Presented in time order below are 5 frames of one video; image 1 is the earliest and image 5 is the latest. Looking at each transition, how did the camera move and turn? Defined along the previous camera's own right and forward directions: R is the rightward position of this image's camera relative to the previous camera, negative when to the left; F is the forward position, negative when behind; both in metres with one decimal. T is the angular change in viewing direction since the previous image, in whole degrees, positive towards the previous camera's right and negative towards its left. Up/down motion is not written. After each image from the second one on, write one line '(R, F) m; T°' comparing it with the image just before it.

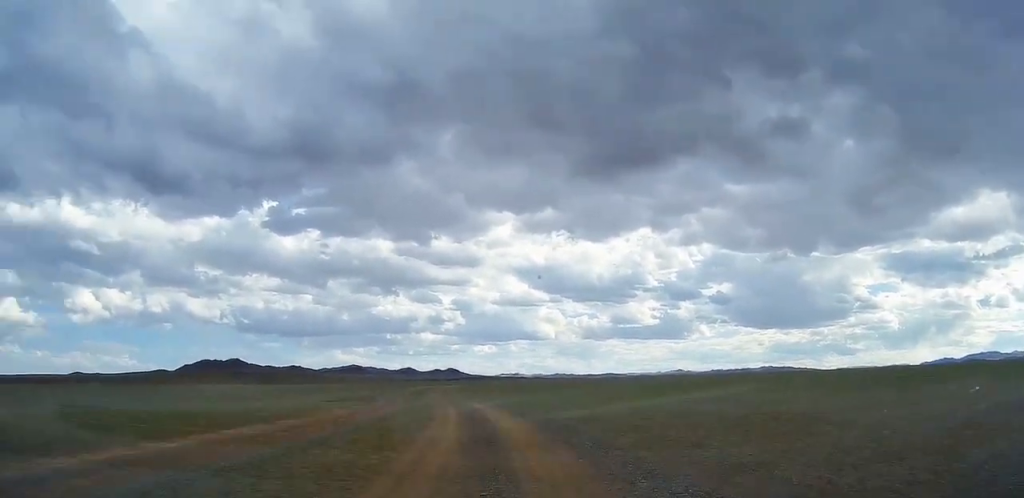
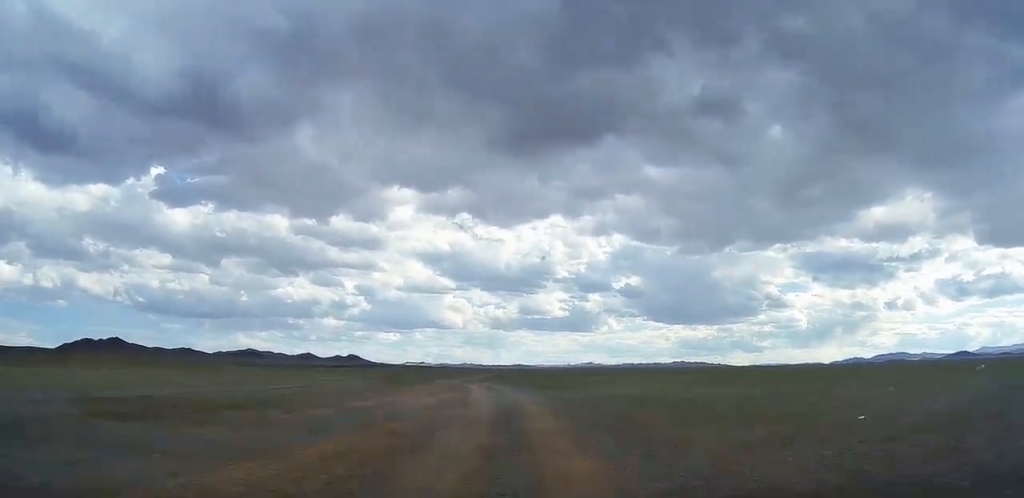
(+24.0, +284.9) m; +6°
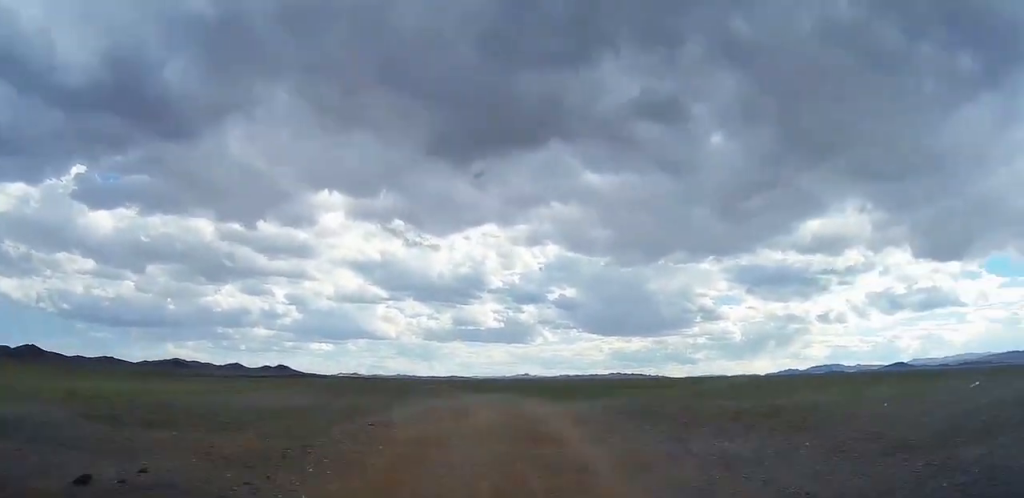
(-1.1, +133.7) m; +1°
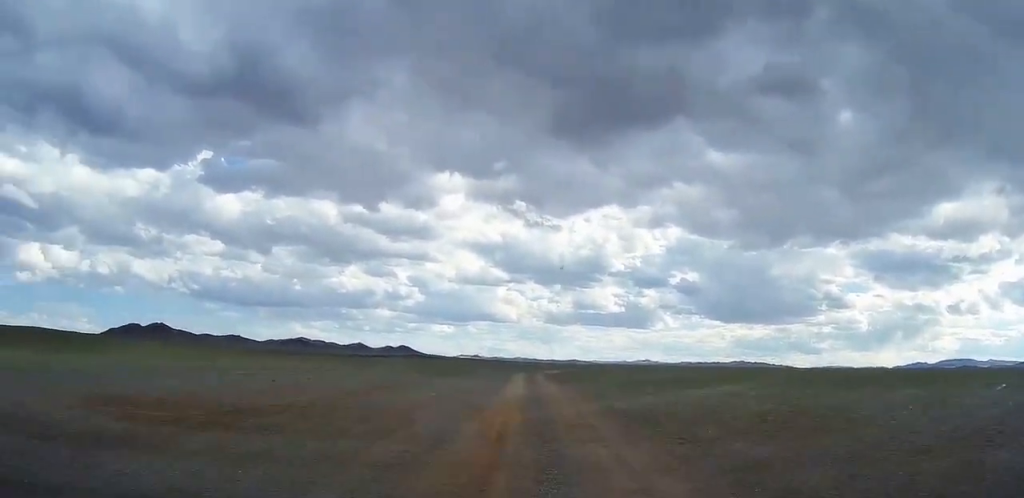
(-1.1, +61.2) m; +1°
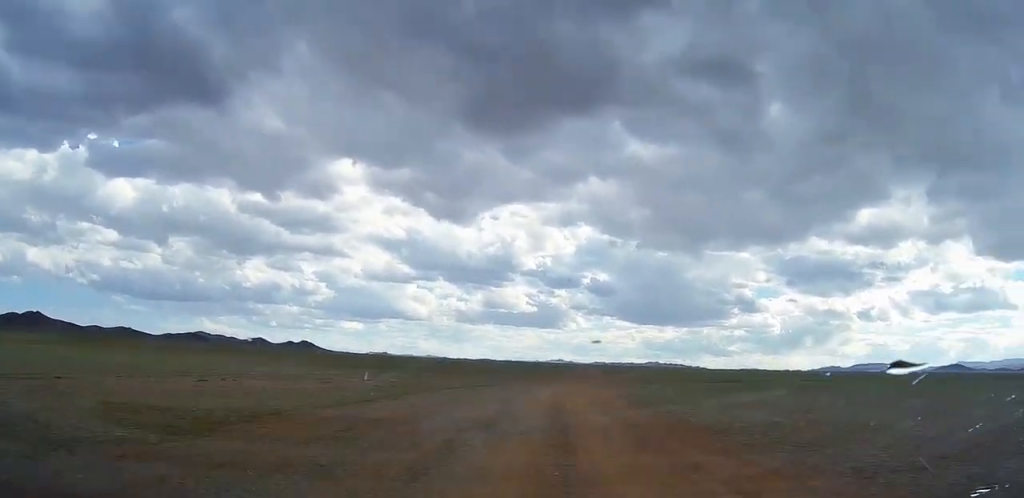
(+23.1, +306.2) m; +10°
